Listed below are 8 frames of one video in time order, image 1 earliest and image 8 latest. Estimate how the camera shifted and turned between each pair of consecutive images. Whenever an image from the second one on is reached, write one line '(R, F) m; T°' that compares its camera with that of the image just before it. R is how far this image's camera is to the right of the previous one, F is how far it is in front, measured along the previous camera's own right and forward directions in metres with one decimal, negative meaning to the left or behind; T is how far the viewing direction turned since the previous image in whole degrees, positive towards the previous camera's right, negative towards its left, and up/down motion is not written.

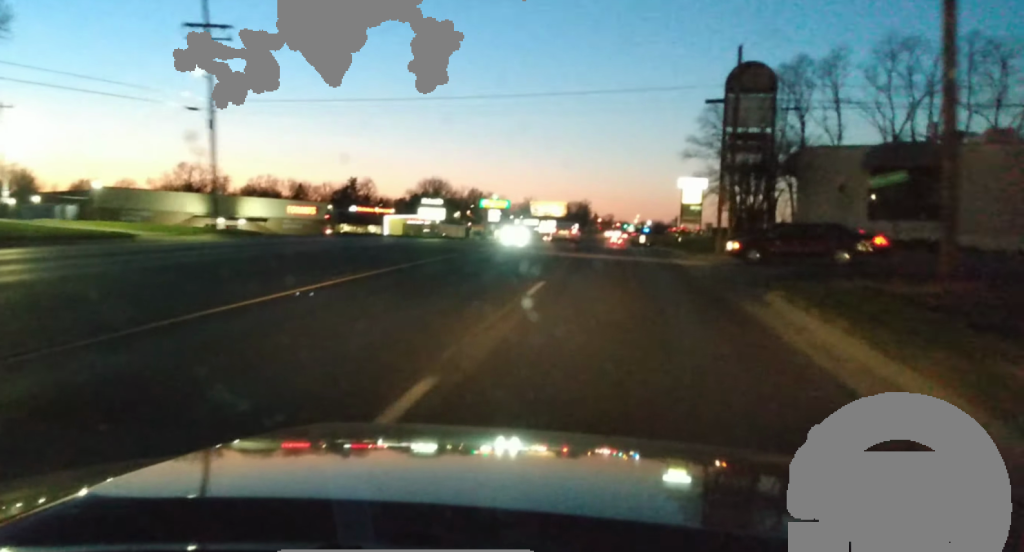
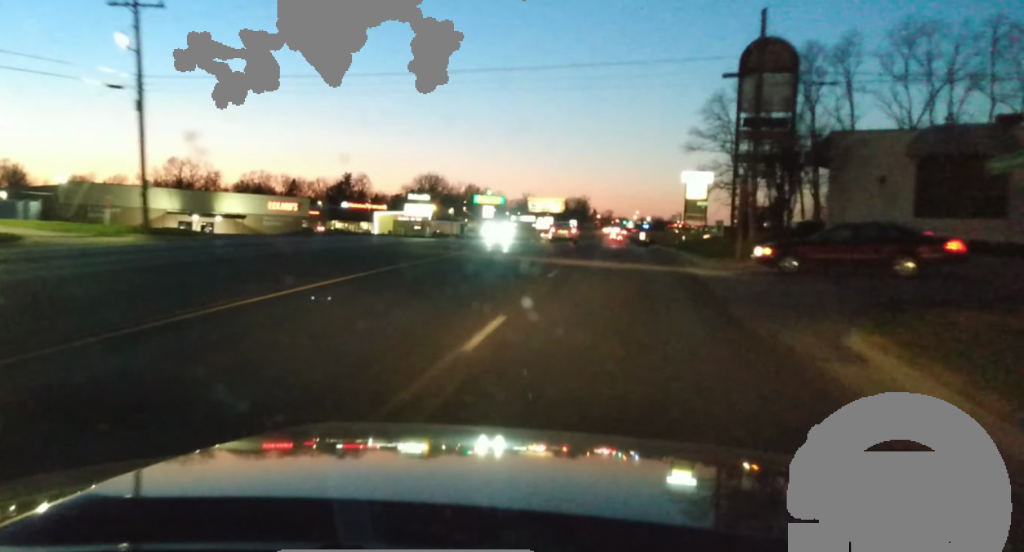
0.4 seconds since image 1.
(-0.1, +7.0) m; 0°
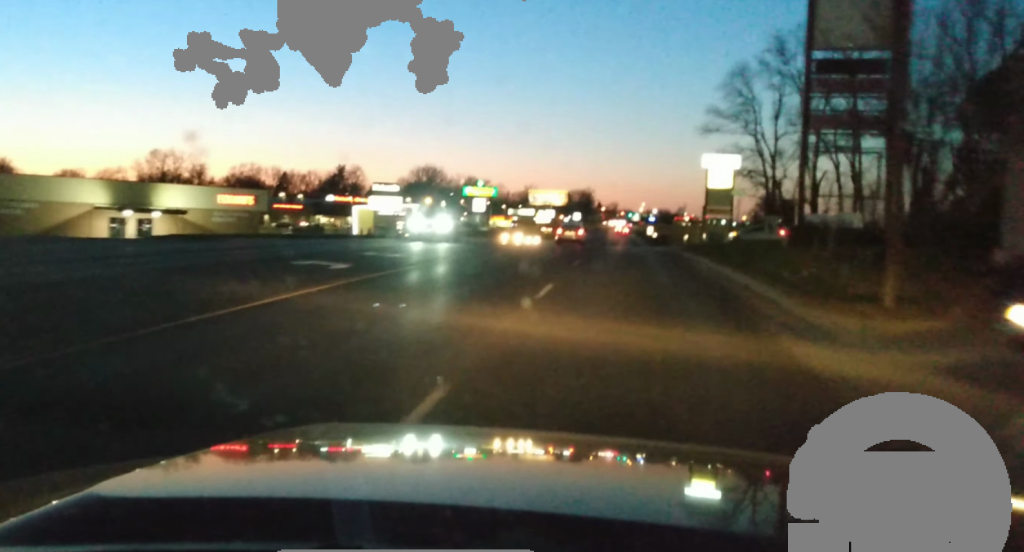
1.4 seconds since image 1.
(+0.3, +17.3) m; +1°
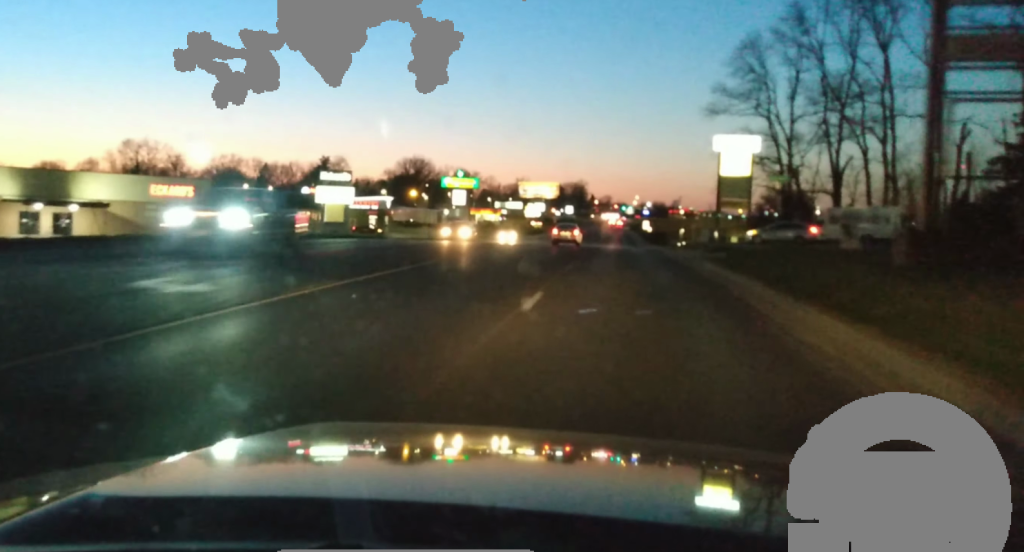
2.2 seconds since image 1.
(0.0, +14.2) m; 0°
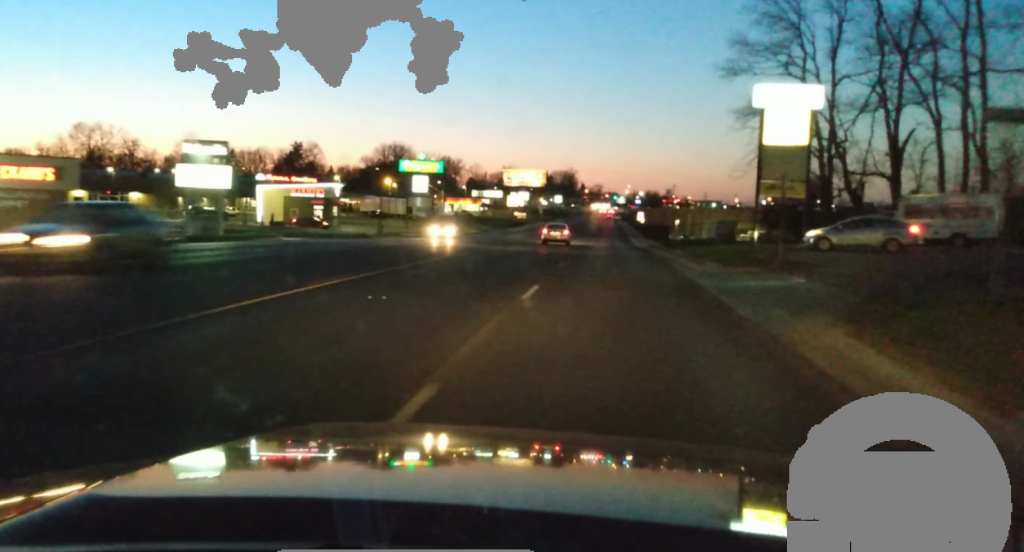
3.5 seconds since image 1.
(0.0, +22.0) m; 0°
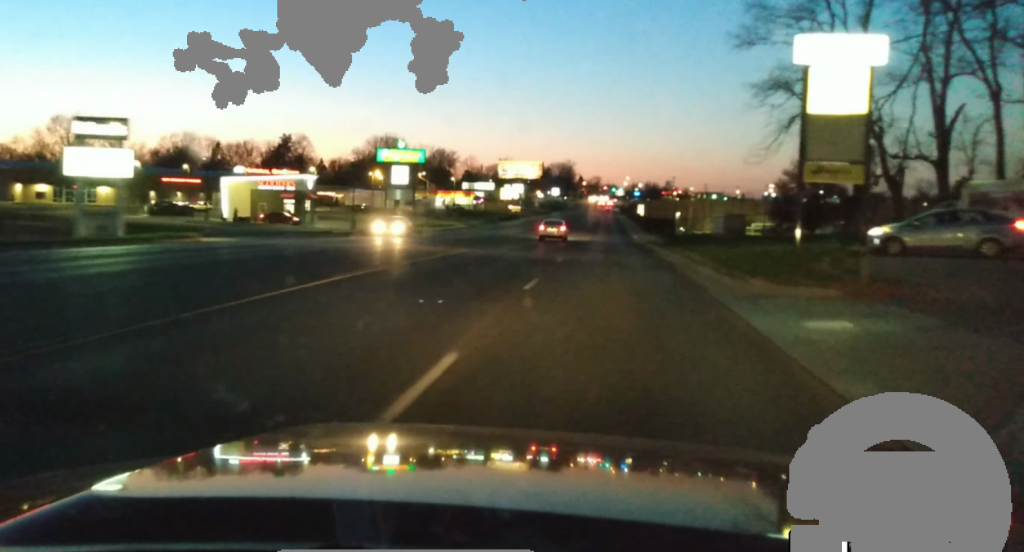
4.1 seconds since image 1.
(0.0, +10.2) m; +1°
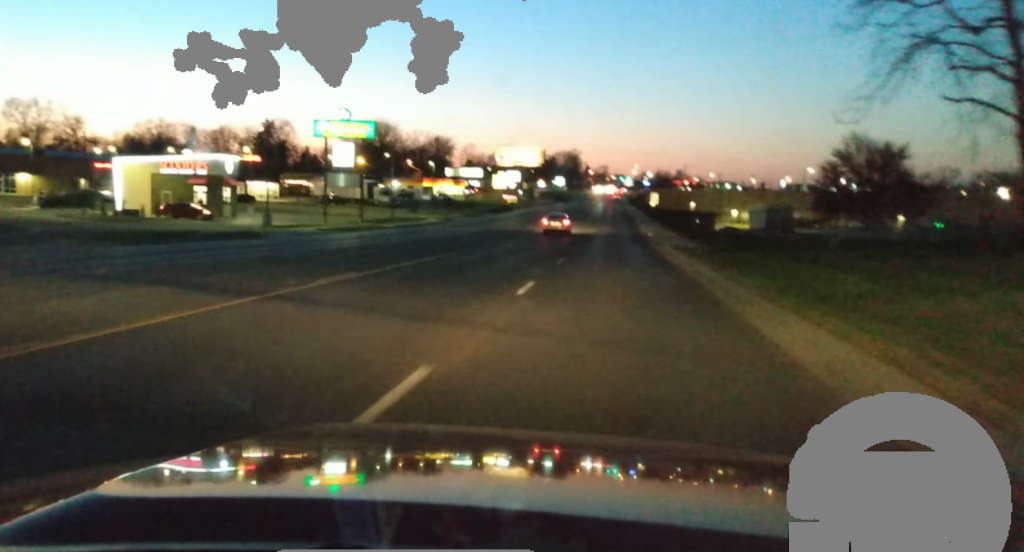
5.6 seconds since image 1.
(+0.4, +24.8) m; +1°
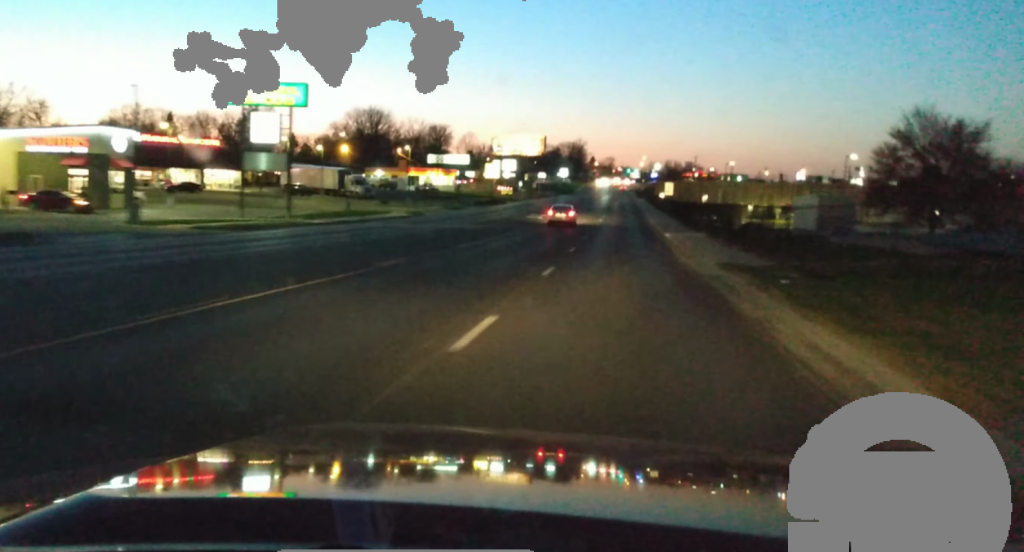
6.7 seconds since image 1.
(-0.2, +19.7) m; 0°
